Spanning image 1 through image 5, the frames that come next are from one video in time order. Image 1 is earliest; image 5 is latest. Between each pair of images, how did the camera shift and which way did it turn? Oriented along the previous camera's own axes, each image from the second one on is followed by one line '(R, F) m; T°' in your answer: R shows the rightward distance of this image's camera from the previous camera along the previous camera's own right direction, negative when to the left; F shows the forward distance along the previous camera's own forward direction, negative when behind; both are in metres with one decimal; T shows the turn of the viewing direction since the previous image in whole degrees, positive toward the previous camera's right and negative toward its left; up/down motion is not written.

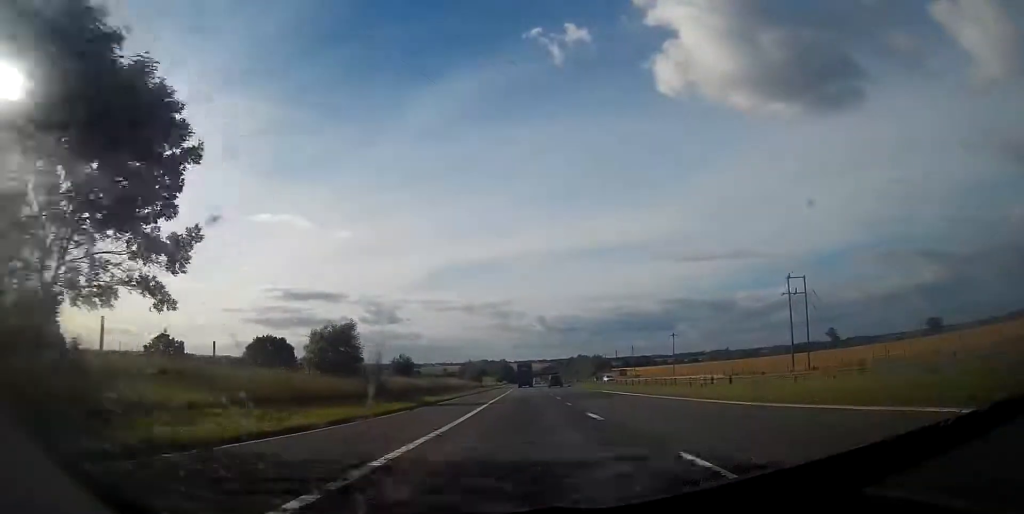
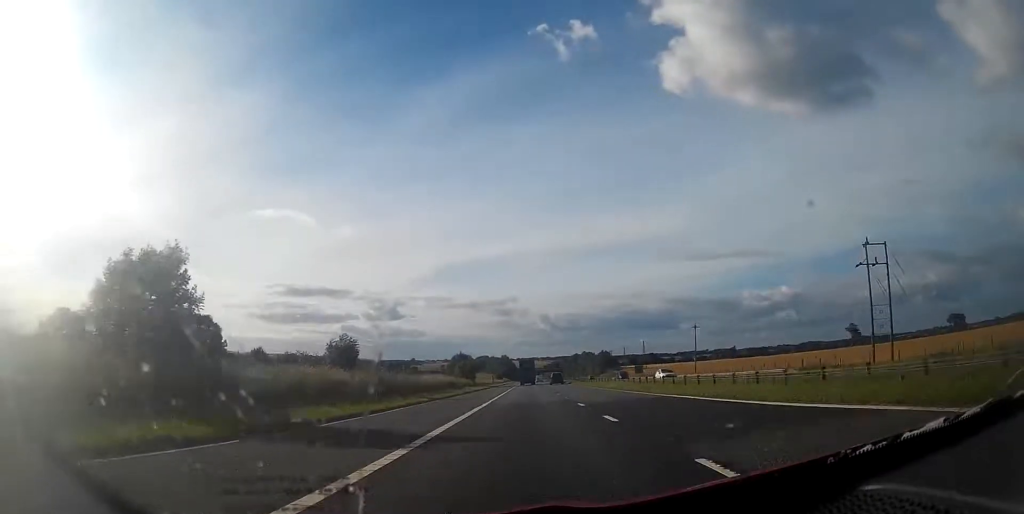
(-0.1, +21.5) m; 0°
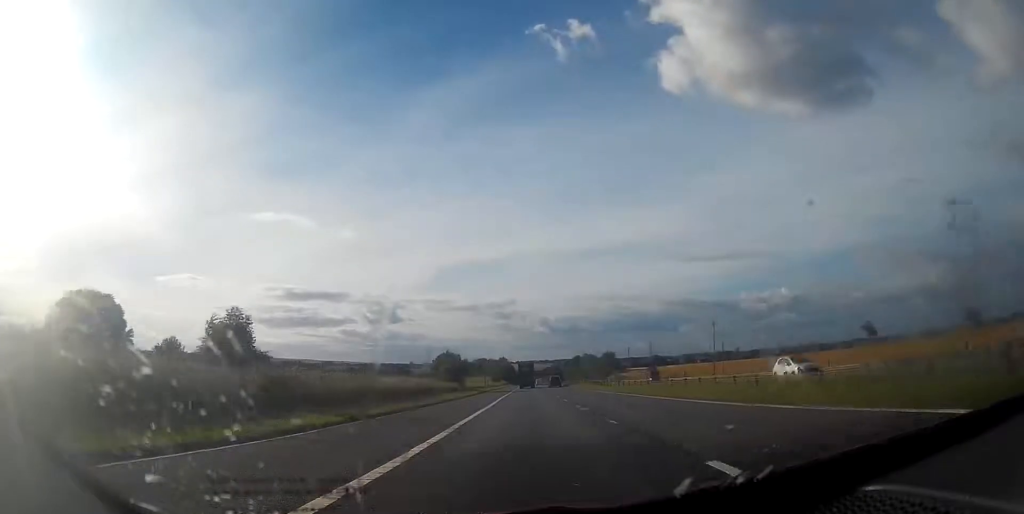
(0.0, +16.8) m; 0°
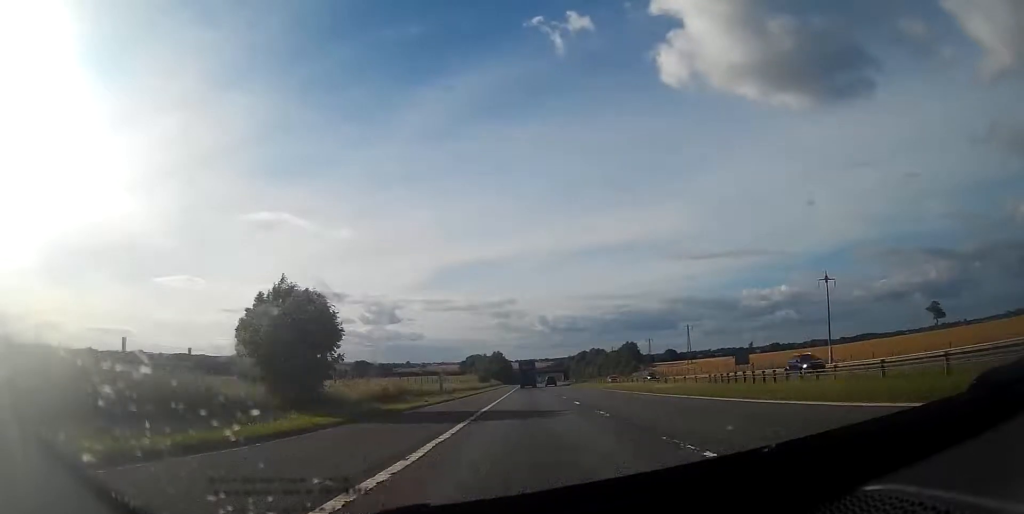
(-0.1, +57.9) m; 0°
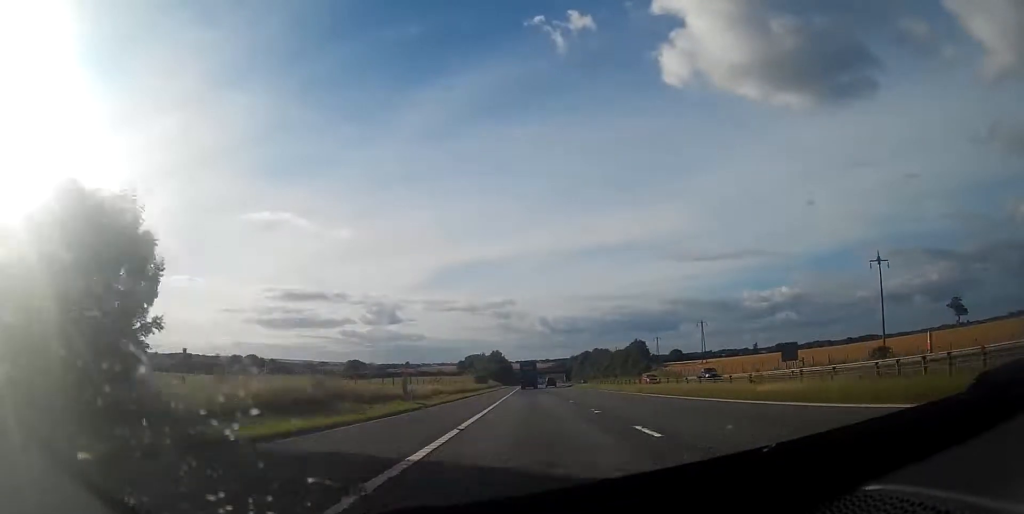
(0.0, +14.9) m; 0°
